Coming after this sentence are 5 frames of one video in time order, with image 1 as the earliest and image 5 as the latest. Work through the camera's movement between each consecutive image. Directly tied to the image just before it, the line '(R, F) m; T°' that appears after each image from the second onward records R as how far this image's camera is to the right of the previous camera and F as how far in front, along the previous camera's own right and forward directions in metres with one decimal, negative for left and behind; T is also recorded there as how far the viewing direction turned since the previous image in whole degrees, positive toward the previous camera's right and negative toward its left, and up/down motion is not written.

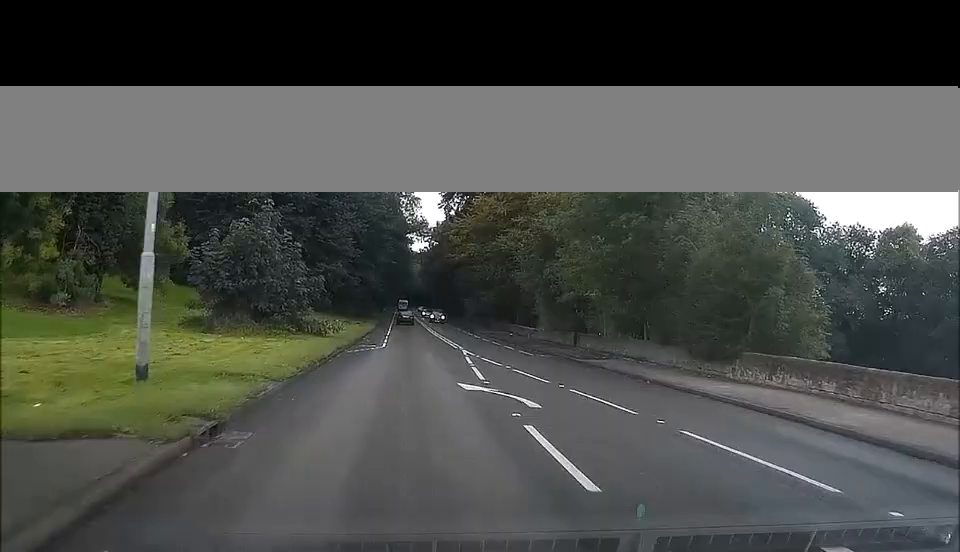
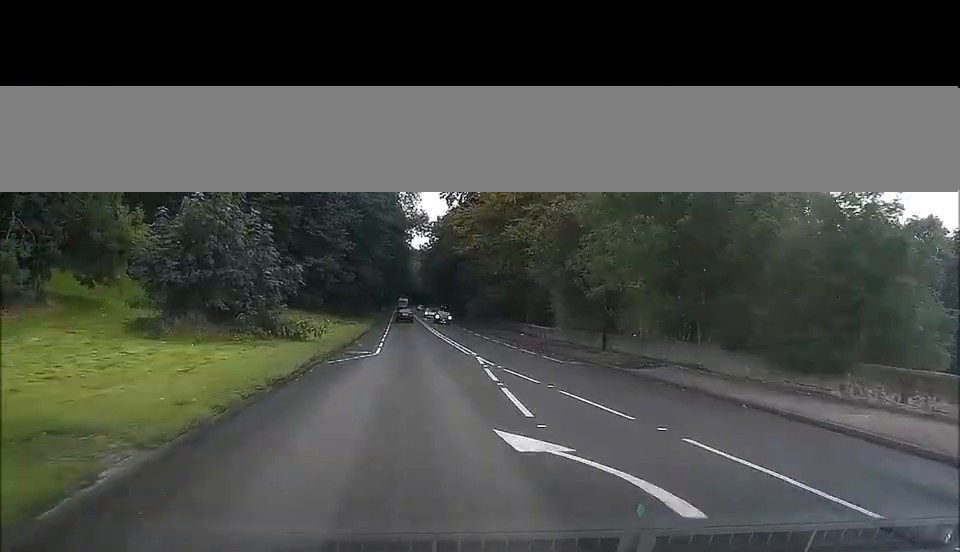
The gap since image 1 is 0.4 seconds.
(0.0, +7.2) m; 0°
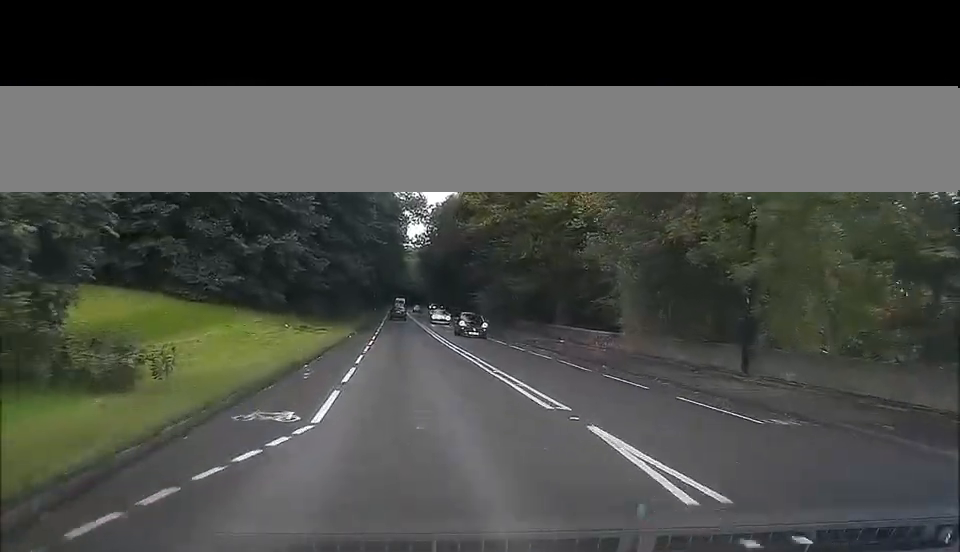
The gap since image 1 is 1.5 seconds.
(-0.1, +18.2) m; 0°
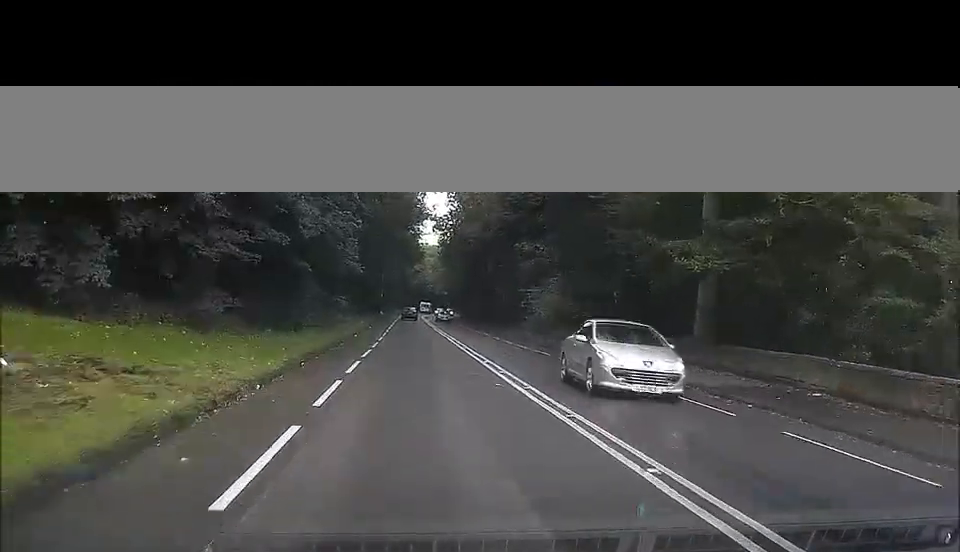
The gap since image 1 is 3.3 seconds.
(0.0, +29.3) m; -1°
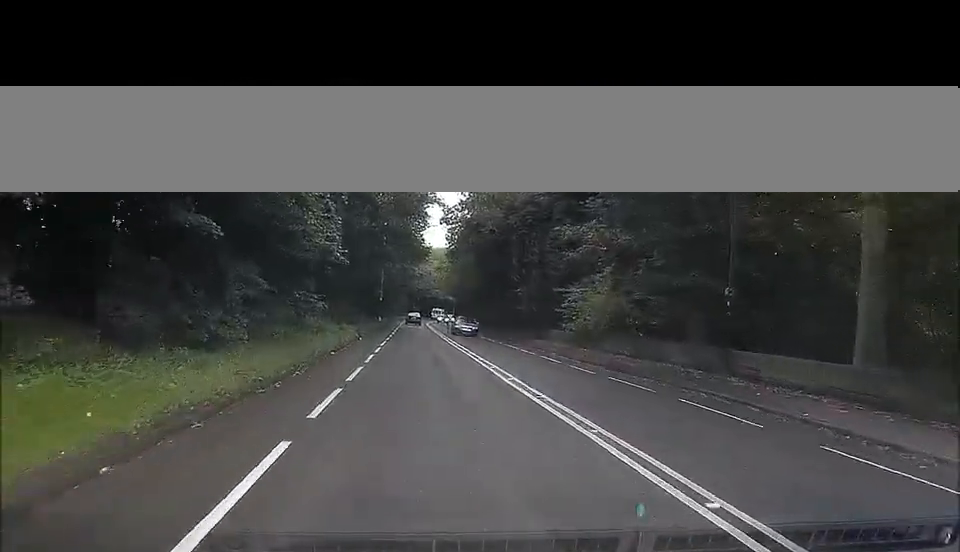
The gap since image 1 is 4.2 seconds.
(0.0, +13.0) m; 0°
